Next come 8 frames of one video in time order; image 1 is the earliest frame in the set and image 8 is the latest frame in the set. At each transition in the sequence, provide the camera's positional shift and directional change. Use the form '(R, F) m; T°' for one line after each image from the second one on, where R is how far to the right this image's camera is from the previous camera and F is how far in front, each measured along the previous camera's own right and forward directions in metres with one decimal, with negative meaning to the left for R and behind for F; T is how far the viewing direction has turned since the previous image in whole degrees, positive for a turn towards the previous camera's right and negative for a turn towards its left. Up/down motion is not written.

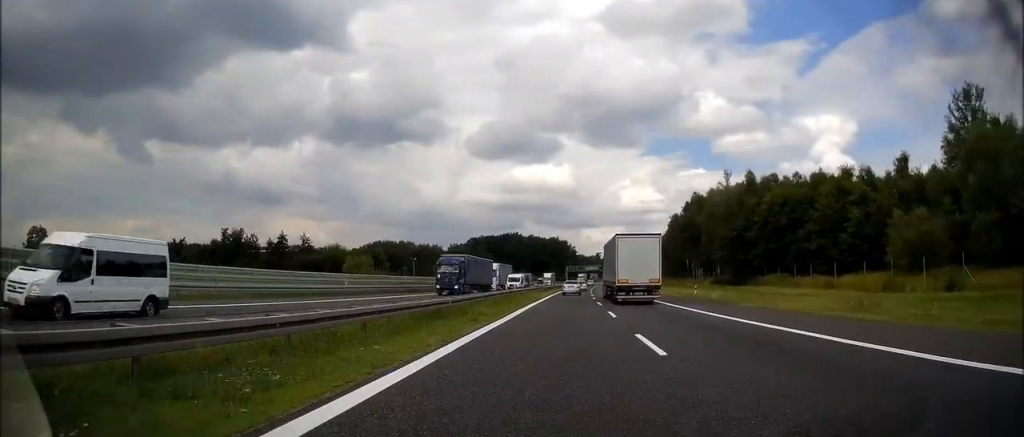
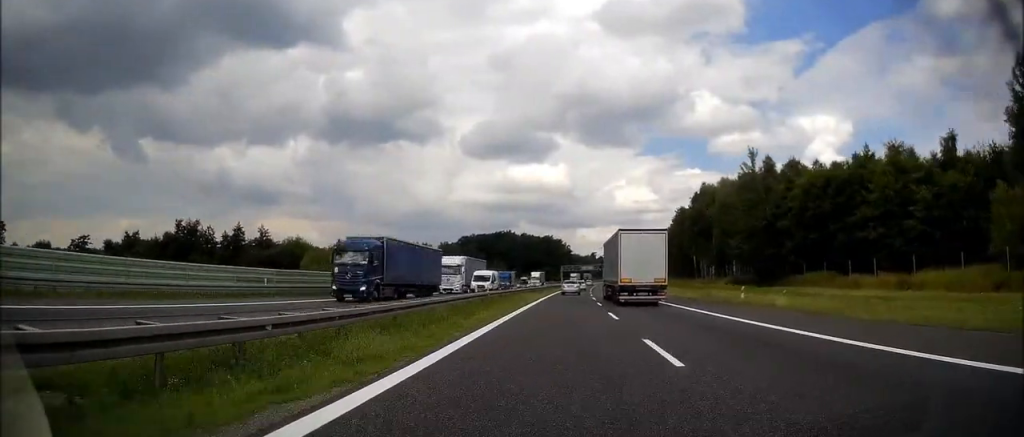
(+0.1, +13.6) m; 0°
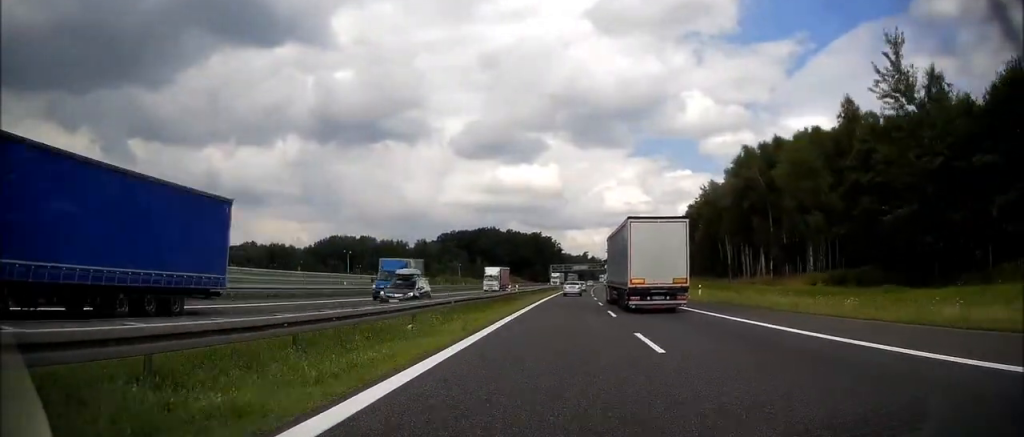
(+0.3, +34.4) m; +1°
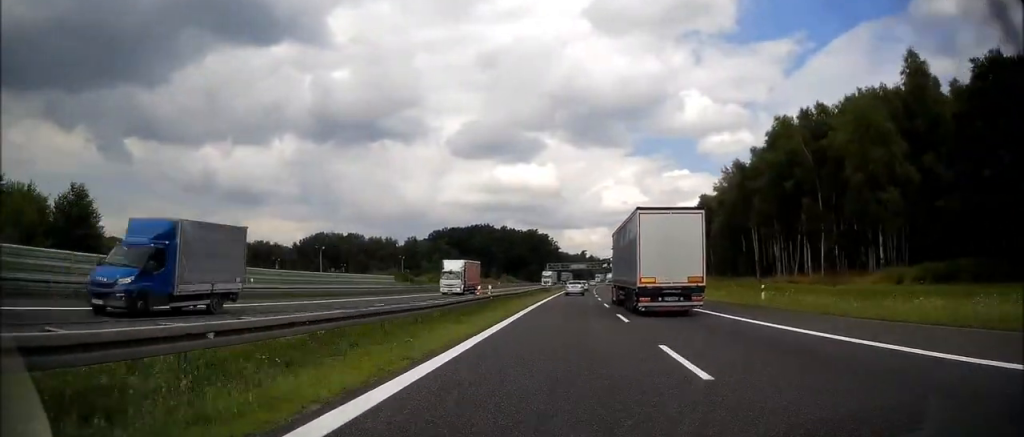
(-0.2, +15.6) m; 0°
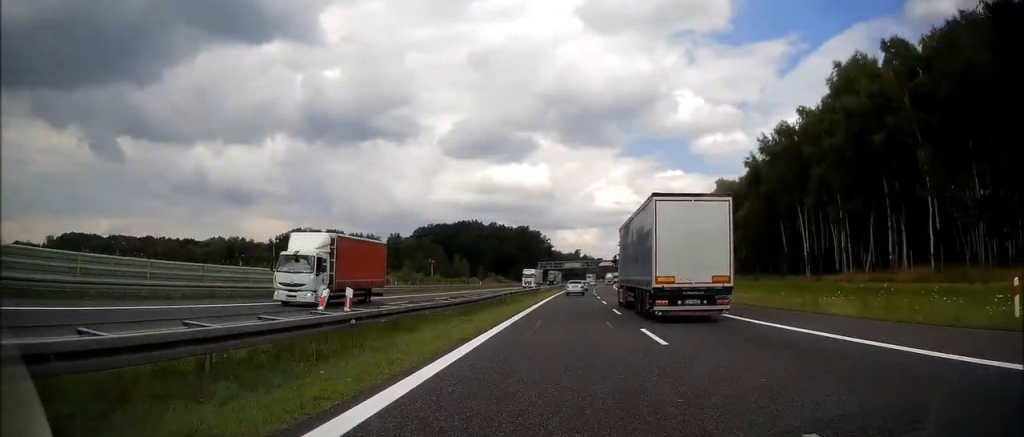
(+0.2, +19.6) m; +1°
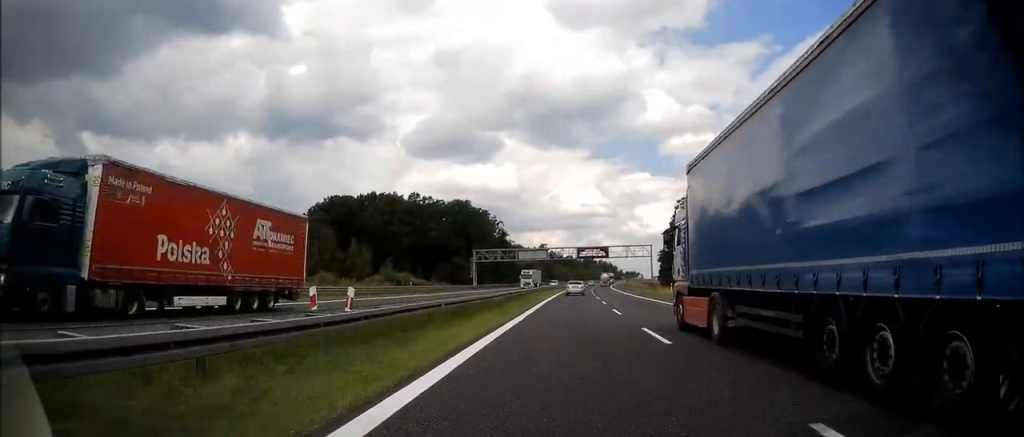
(+3.0, +96.4) m; +3°
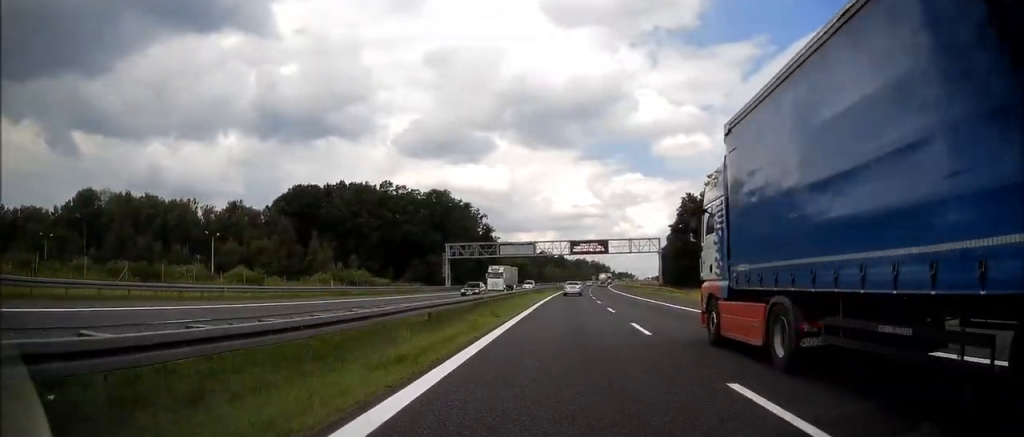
(+0.1, +21.6) m; +1°
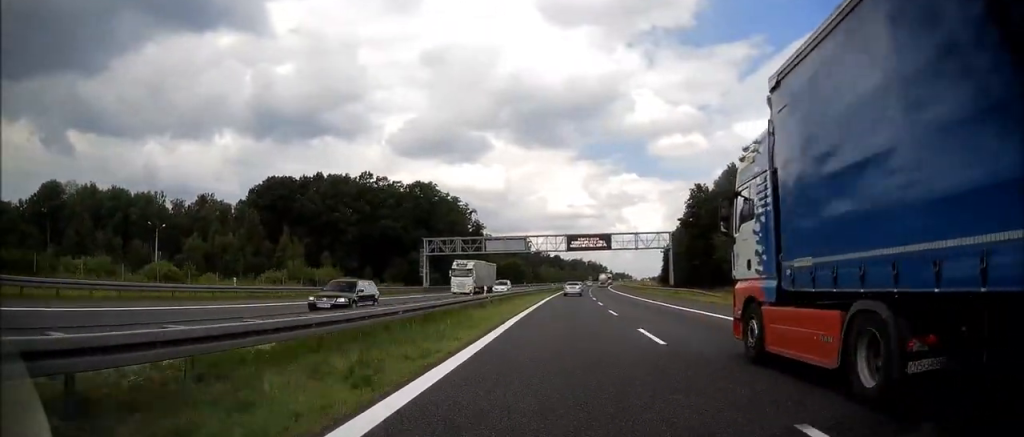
(+0.1, +14.4) m; 0°
